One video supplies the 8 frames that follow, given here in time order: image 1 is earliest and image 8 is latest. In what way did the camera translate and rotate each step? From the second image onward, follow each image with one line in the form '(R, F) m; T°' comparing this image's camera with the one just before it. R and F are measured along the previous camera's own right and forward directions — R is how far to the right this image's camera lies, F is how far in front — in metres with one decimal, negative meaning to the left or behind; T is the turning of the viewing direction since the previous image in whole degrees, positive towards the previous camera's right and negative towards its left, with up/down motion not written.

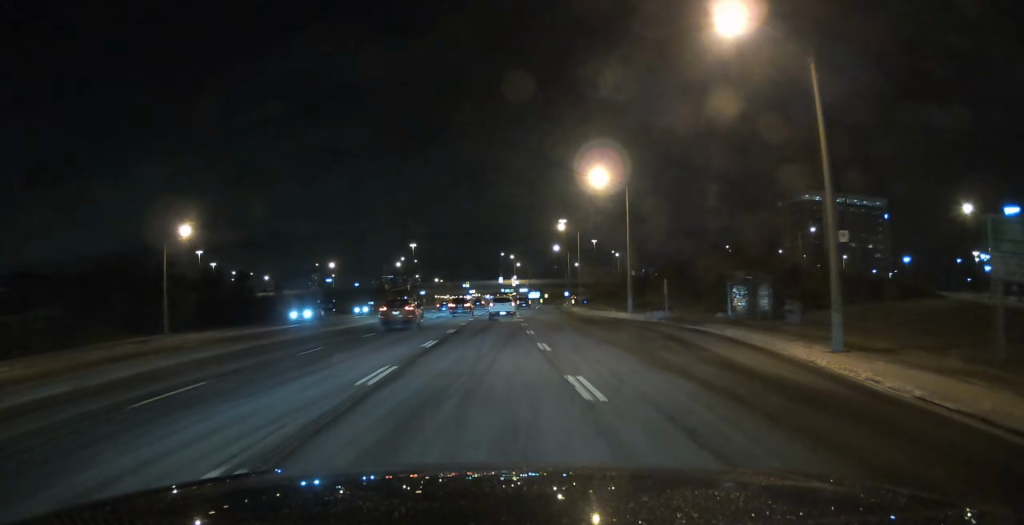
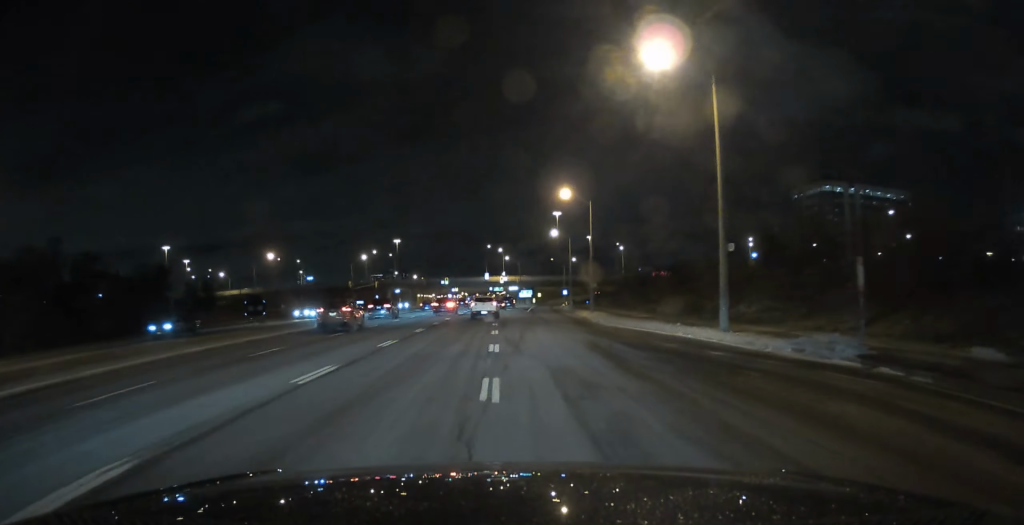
(+0.4, +26.7) m; 0°
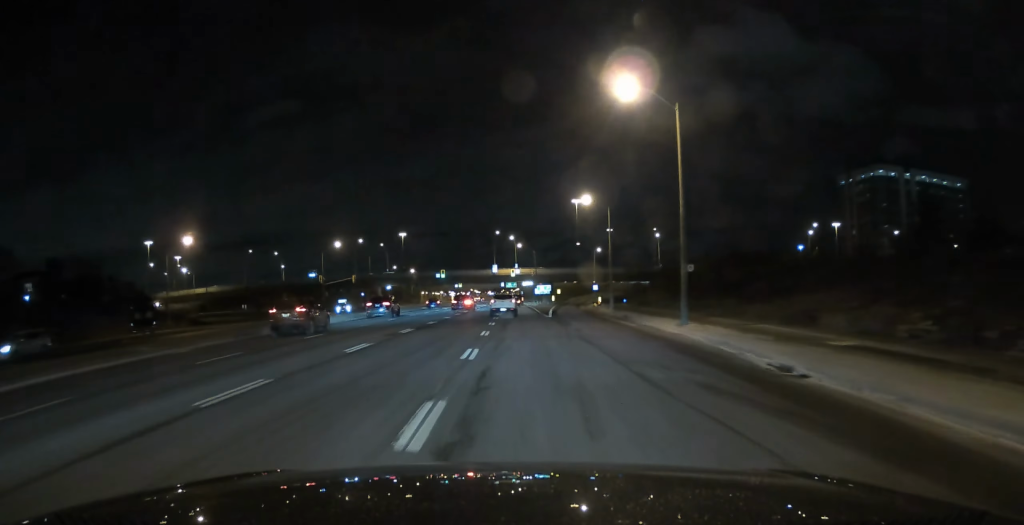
(-0.2, +30.1) m; 0°
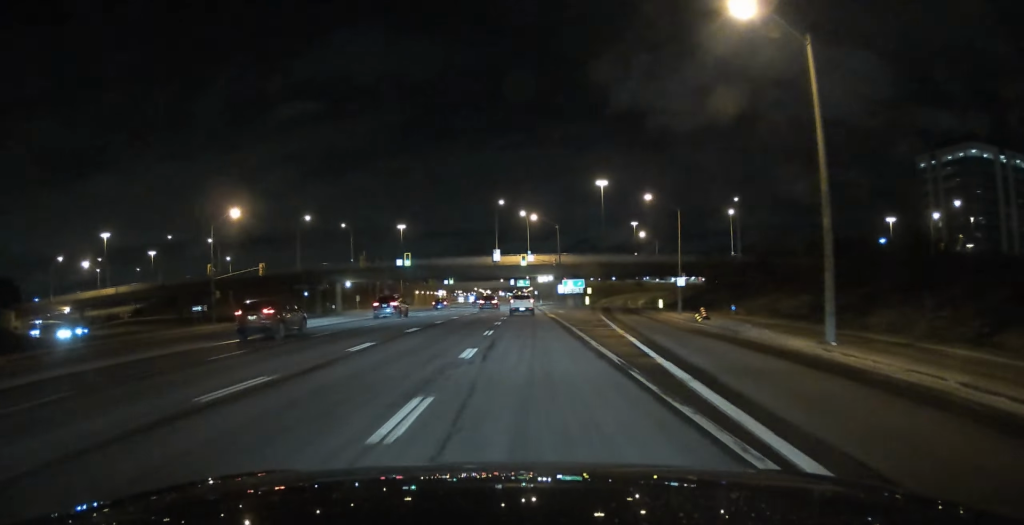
(-0.2, +47.0) m; -1°
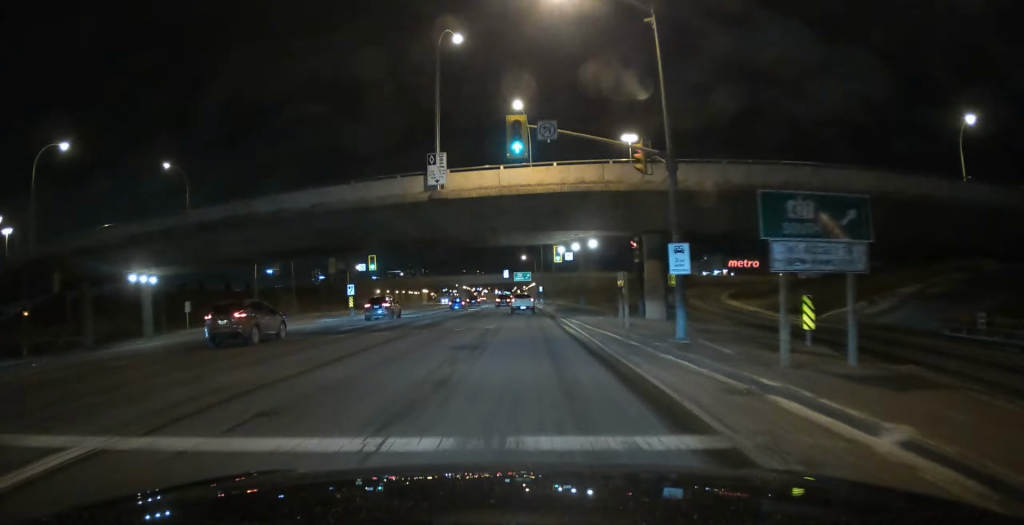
(-0.4, +64.1) m; 0°
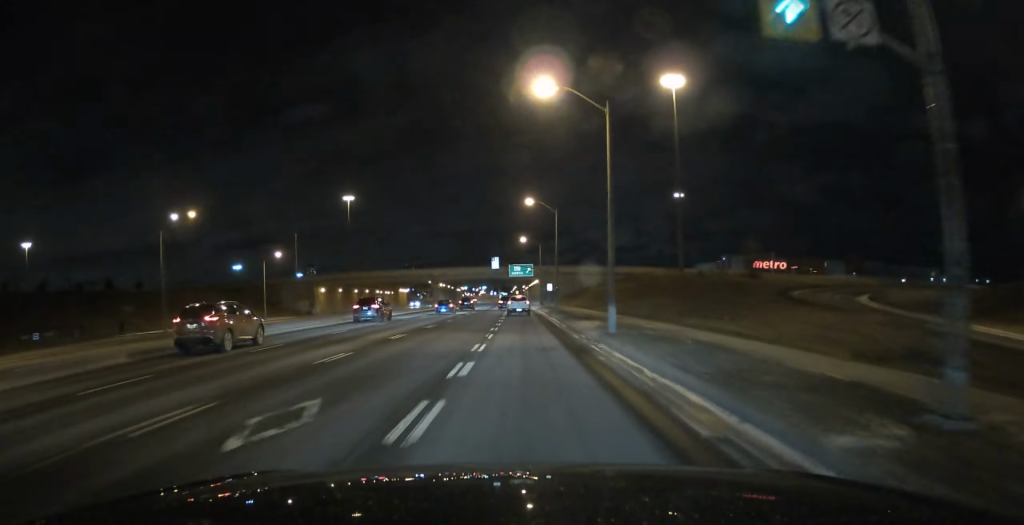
(0.0, +47.7) m; 0°
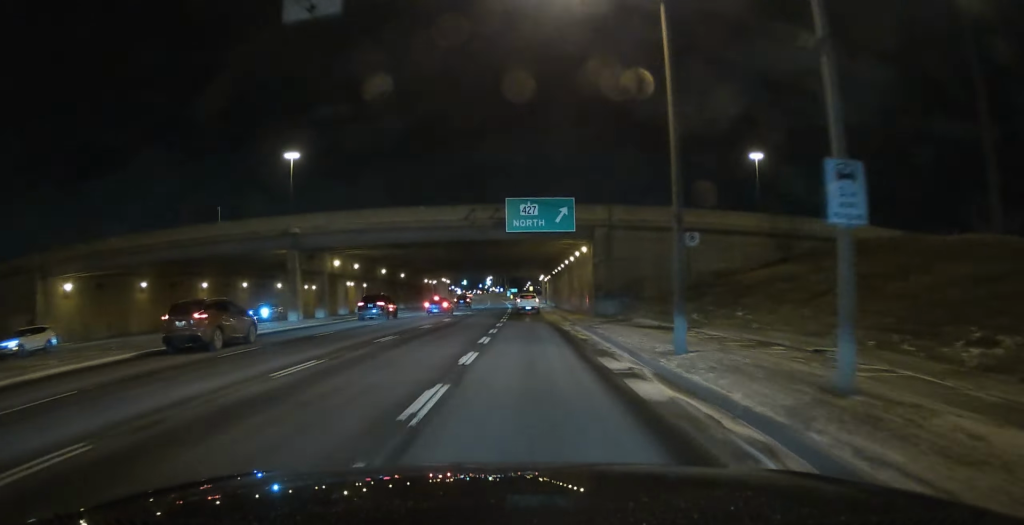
(-0.7, +79.8) m; -1°
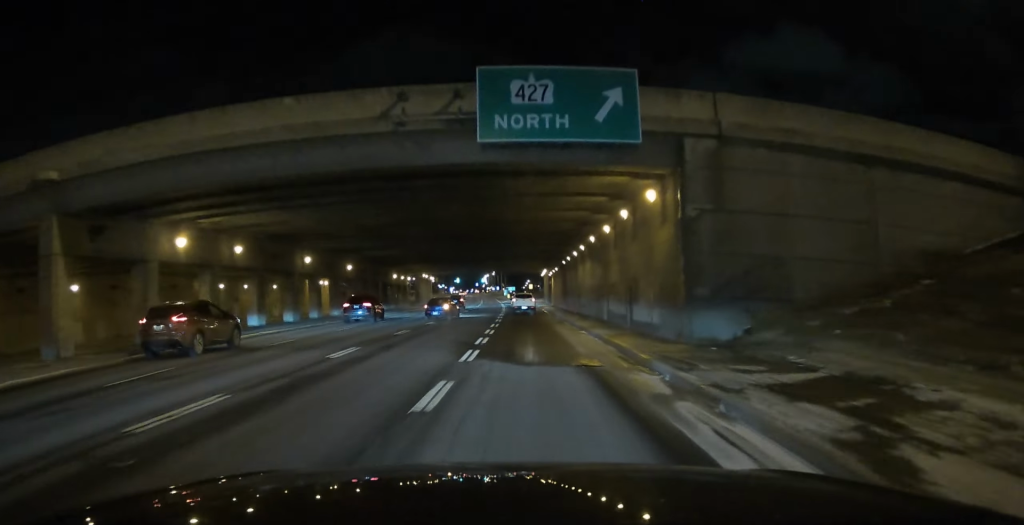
(-0.2, +24.3) m; 0°
